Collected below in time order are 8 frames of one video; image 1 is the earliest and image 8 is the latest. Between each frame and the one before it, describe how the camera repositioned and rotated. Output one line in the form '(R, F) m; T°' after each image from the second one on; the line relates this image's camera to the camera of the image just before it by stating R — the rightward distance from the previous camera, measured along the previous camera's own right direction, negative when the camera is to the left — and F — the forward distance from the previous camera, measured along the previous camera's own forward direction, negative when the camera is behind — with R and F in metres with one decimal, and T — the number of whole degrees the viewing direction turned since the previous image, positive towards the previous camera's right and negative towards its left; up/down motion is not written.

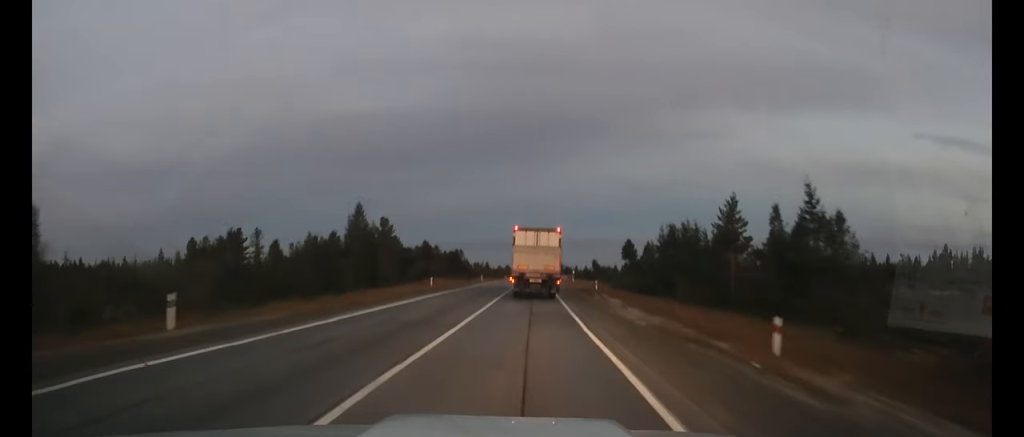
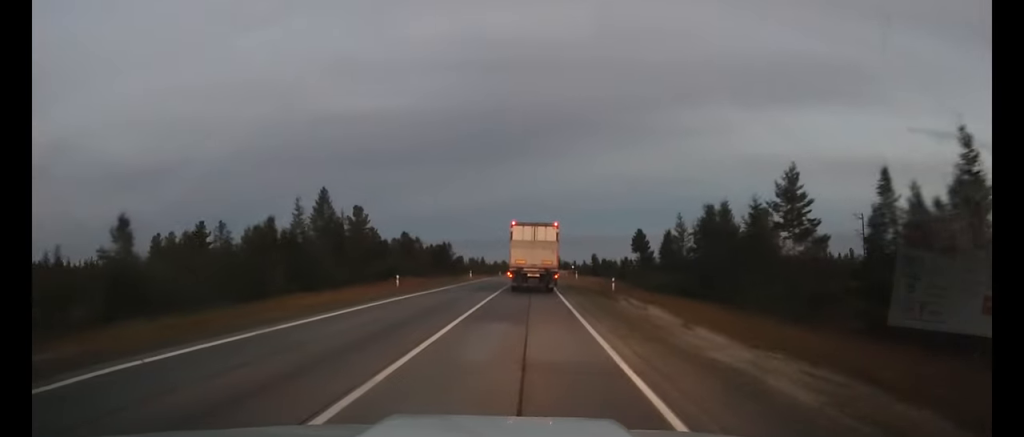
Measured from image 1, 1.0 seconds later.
(+0.1, +12.6) m; +1°
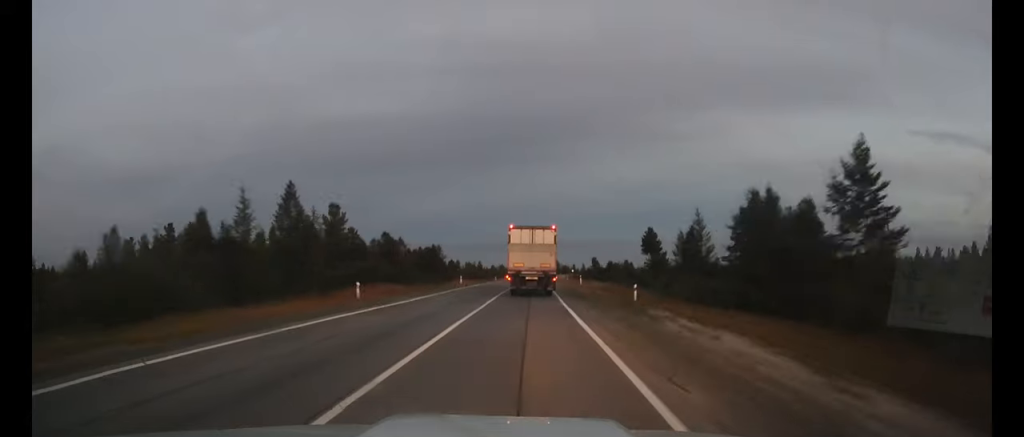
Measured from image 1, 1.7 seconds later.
(0.0, +9.2) m; 0°
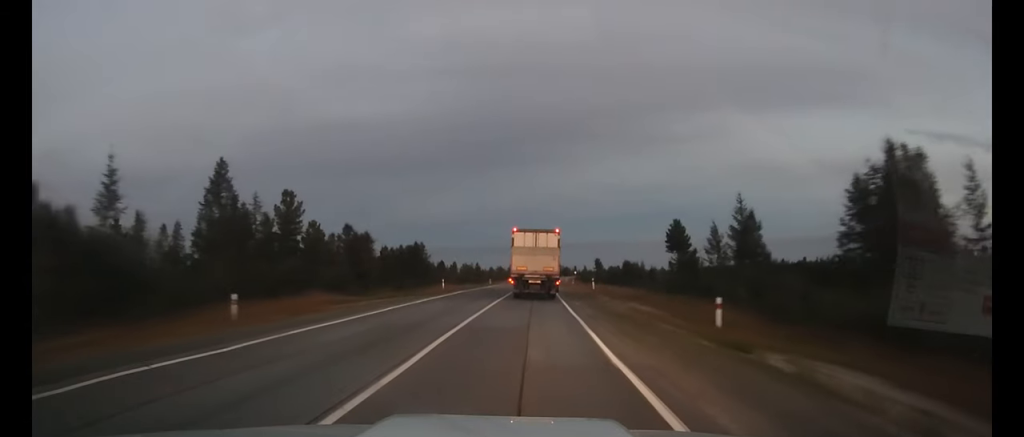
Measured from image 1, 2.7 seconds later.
(+0.1, +14.2) m; 0°
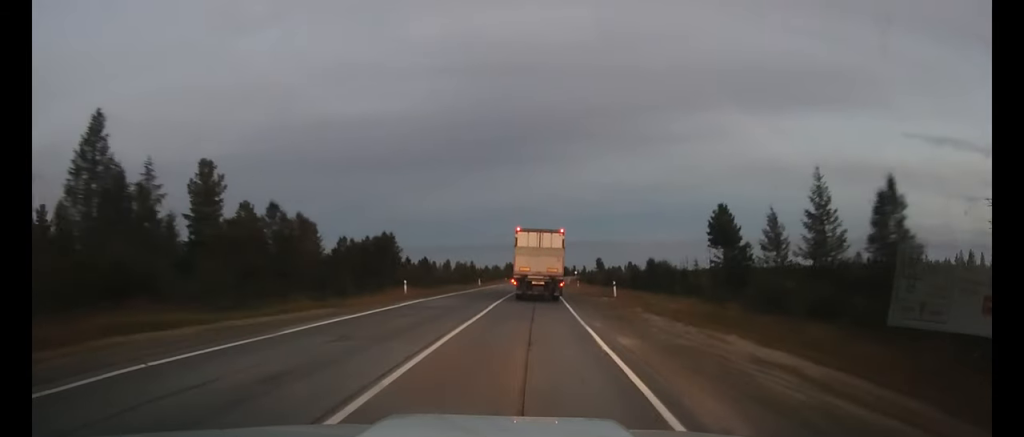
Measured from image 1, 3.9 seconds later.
(0.0, +15.9) m; 0°
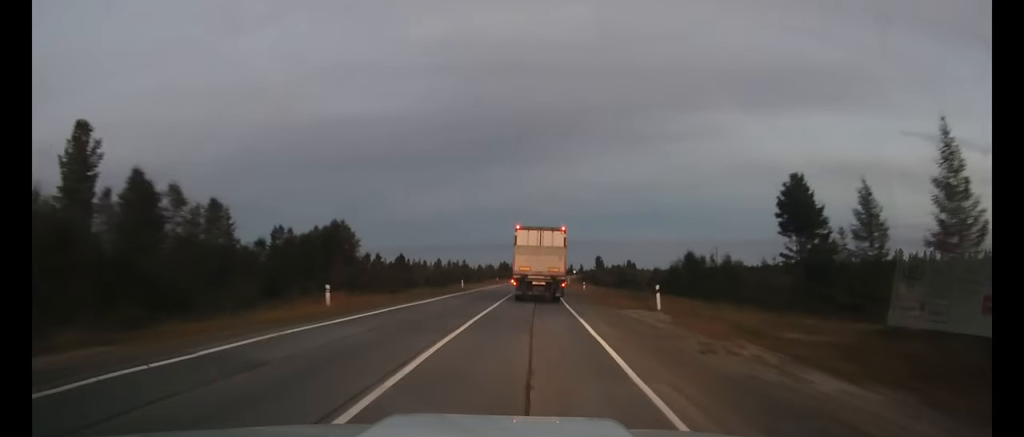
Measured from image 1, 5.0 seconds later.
(0.0, +14.7) m; 0°
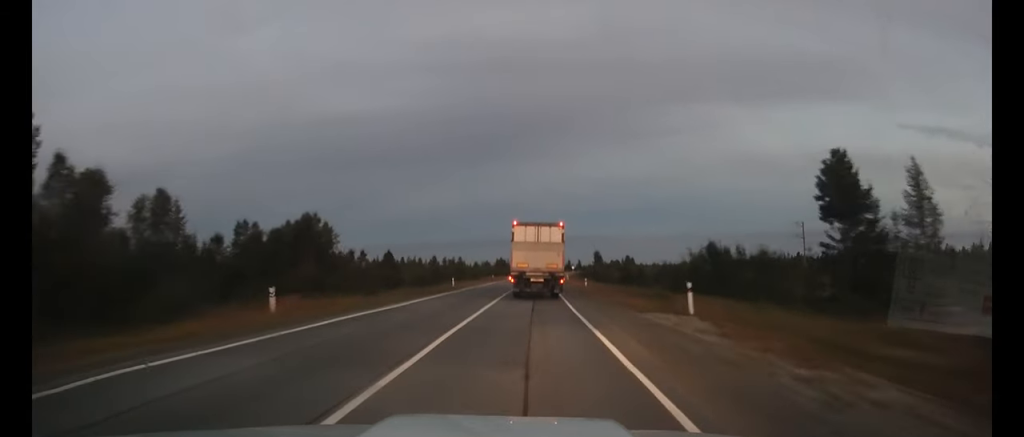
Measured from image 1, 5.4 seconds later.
(0.0, +5.6) m; 0°
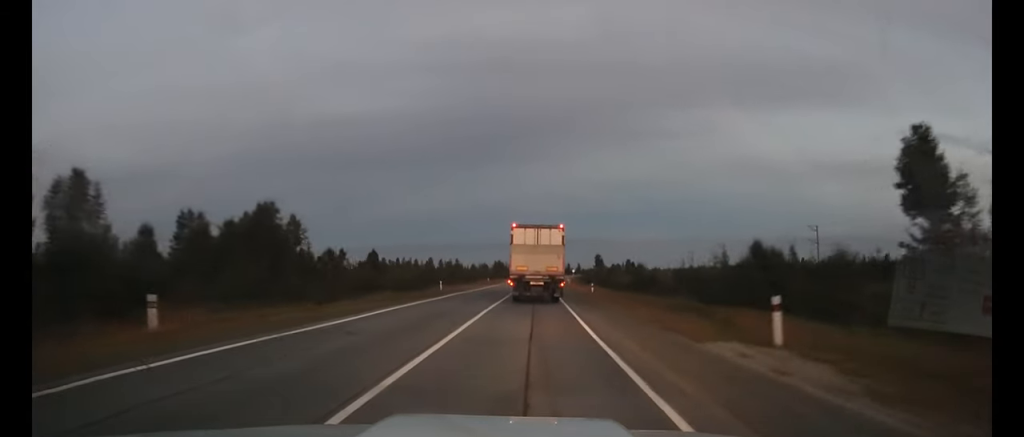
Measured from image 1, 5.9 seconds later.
(0.0, +7.4) m; 0°
